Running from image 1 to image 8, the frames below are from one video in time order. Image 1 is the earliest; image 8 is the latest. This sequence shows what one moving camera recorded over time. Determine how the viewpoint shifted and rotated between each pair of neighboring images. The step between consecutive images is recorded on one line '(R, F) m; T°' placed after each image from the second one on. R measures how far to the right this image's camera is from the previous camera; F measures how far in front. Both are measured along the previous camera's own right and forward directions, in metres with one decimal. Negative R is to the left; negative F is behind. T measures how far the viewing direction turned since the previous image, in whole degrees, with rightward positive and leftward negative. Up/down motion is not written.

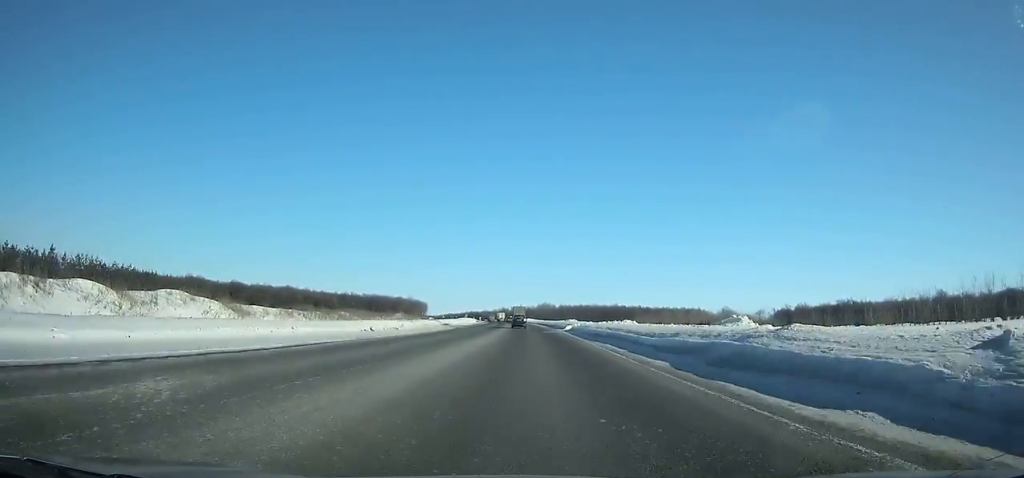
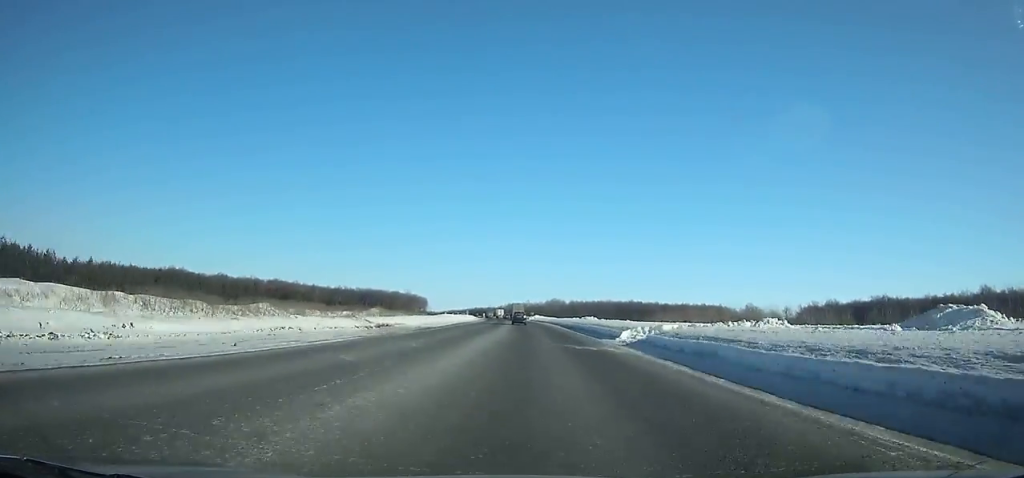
(-0.2, +35.8) m; -1°
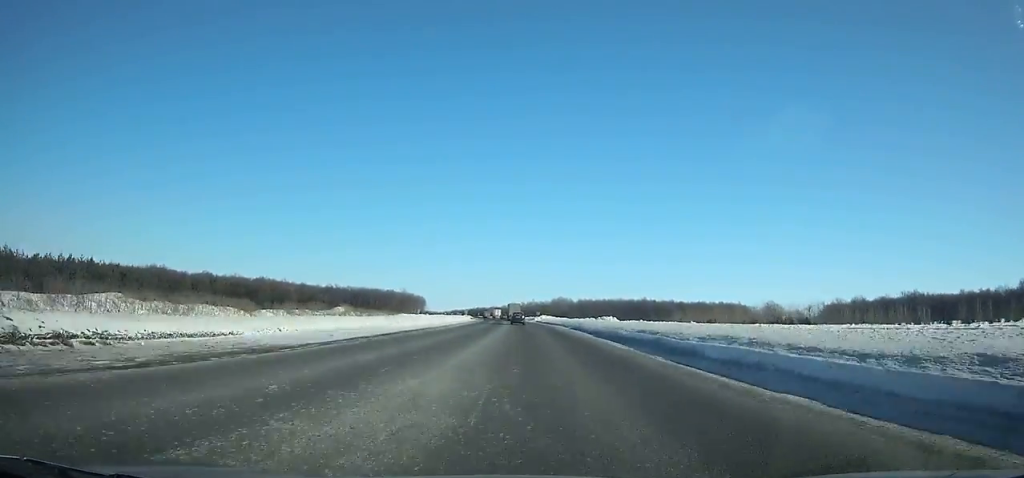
(-0.1, +29.4) m; -1°
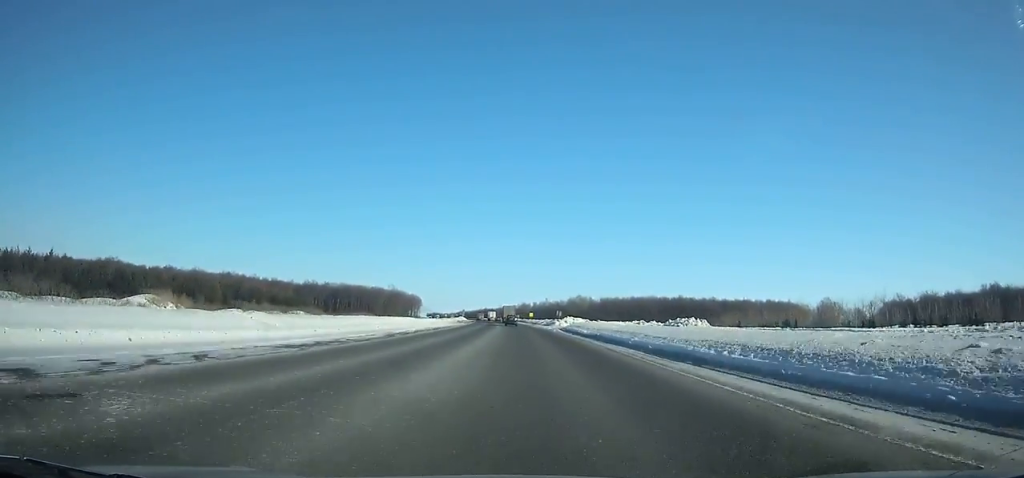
(-0.7, +62.7) m; -1°
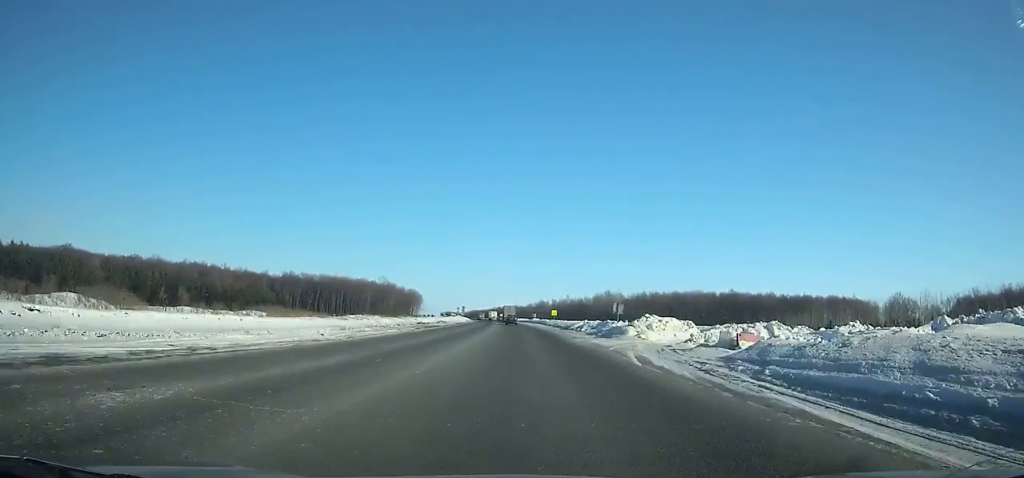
(-0.7, +54.2) m; -2°
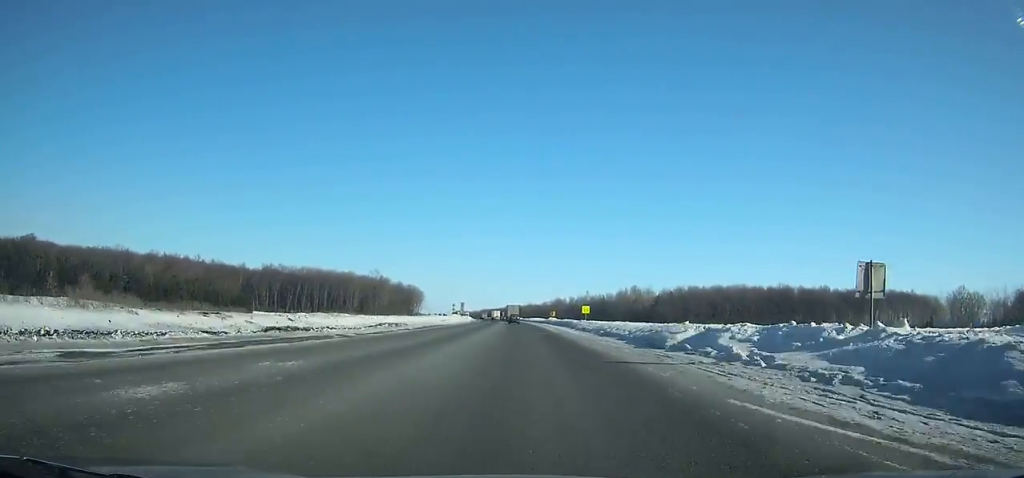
(-0.2, +37.6) m; -1°
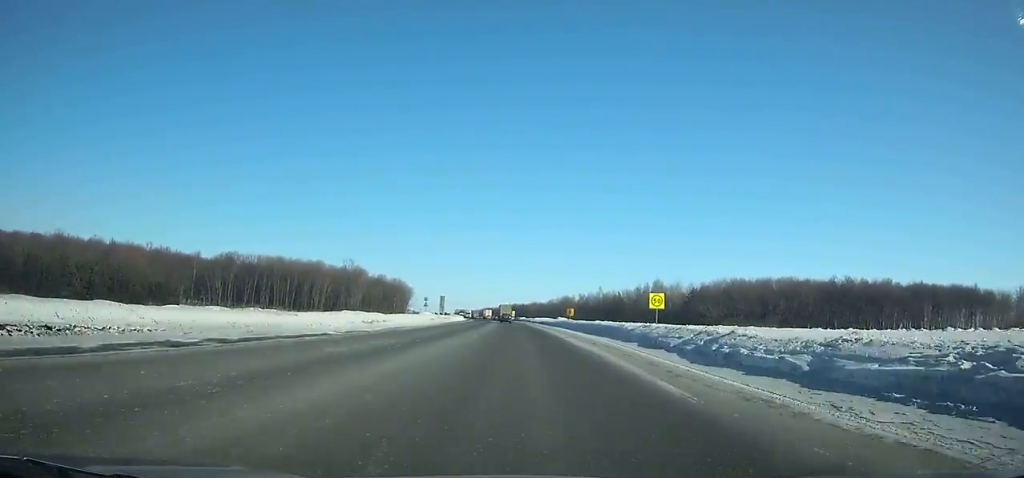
(-0.6, +39.9) m; -1°
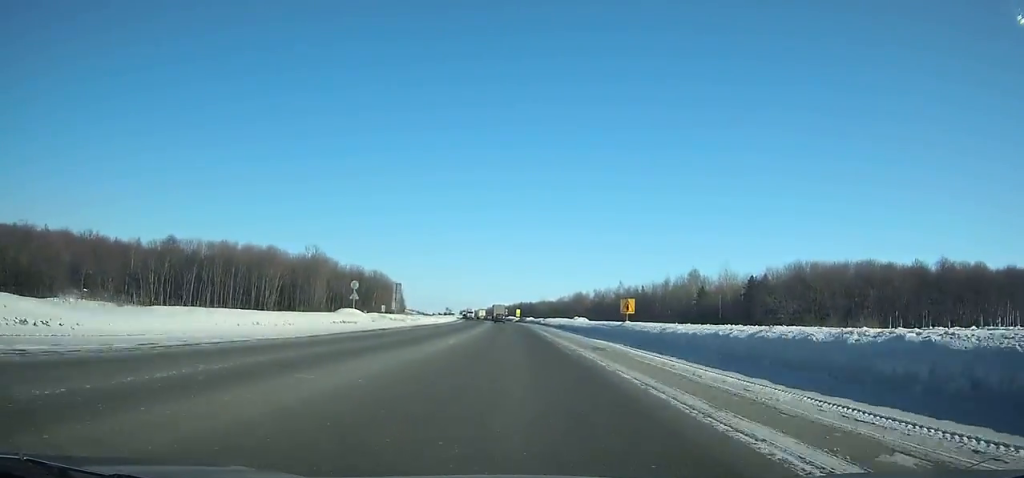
(-0.4, +40.2) m; -1°
